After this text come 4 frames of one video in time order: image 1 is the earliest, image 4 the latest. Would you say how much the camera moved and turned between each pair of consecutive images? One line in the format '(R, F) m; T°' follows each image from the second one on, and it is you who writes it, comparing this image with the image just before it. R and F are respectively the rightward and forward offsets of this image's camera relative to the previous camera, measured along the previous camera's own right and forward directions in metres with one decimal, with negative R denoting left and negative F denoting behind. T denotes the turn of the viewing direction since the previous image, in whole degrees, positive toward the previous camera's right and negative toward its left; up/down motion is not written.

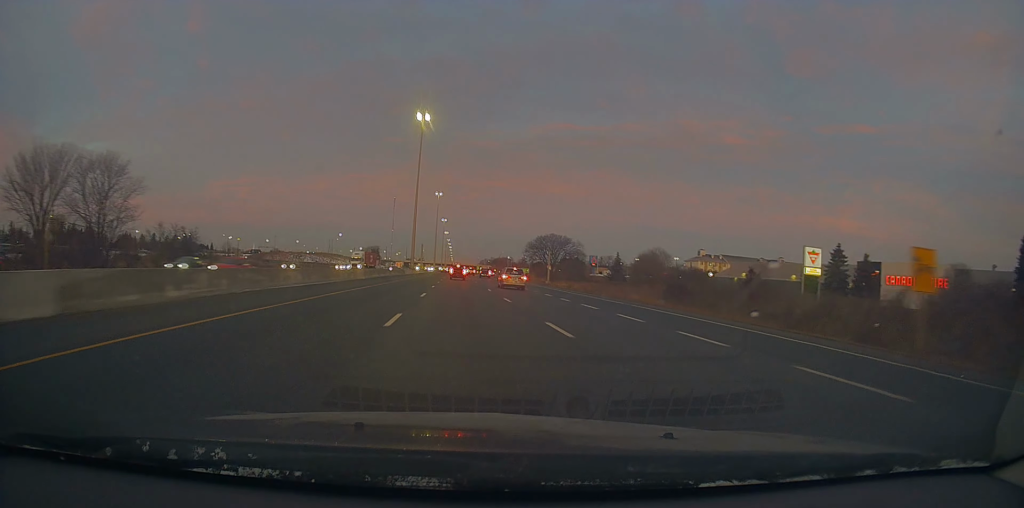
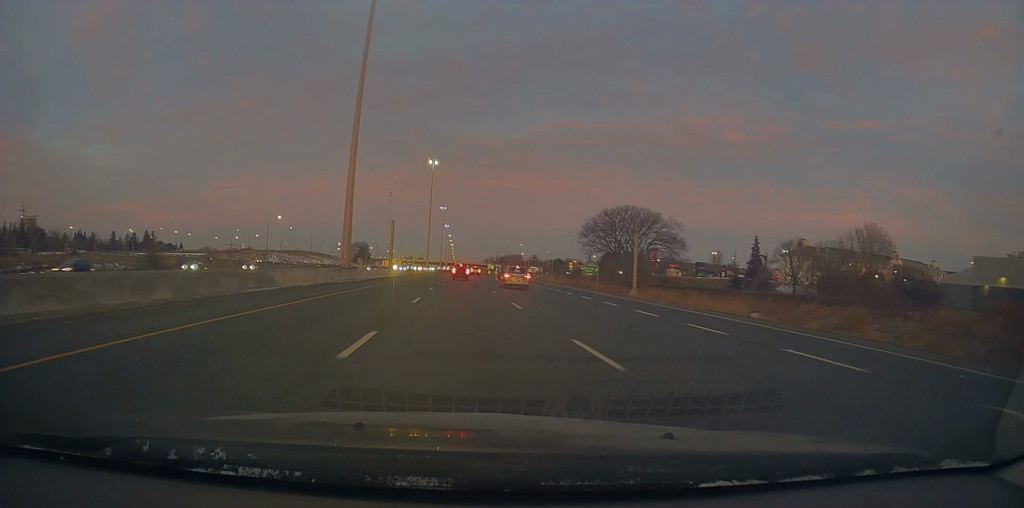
(+1.0, +81.1) m; +1°
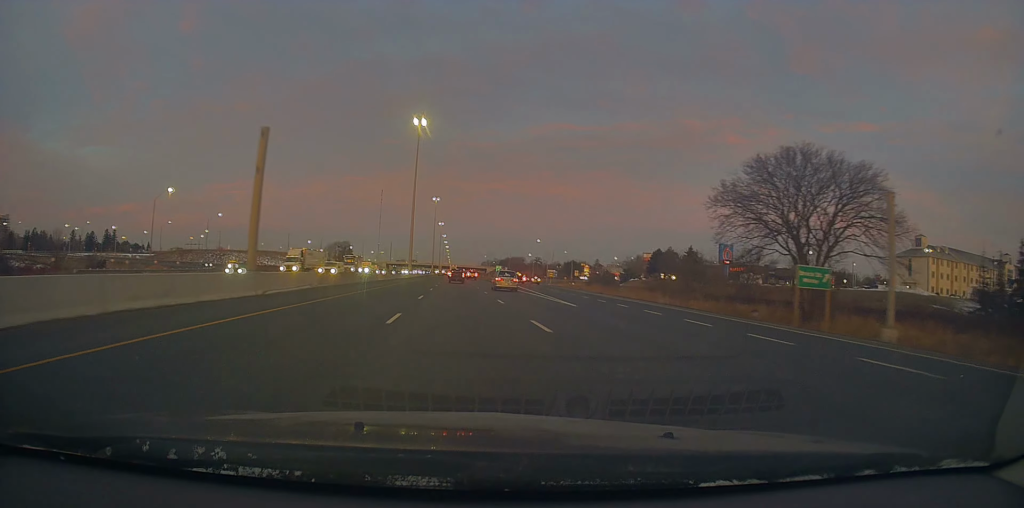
(-0.7, +56.5) m; 0°
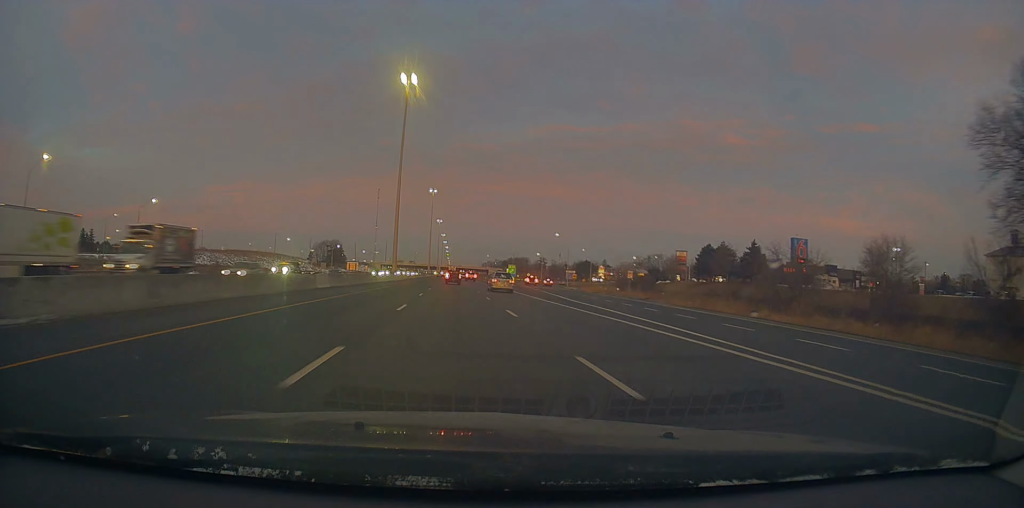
(+0.4, +31.1) m; -1°
